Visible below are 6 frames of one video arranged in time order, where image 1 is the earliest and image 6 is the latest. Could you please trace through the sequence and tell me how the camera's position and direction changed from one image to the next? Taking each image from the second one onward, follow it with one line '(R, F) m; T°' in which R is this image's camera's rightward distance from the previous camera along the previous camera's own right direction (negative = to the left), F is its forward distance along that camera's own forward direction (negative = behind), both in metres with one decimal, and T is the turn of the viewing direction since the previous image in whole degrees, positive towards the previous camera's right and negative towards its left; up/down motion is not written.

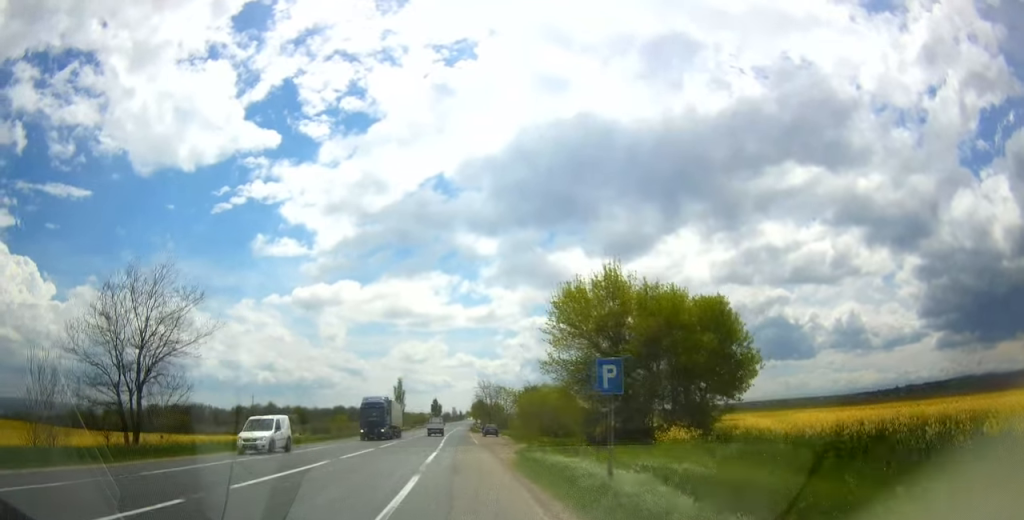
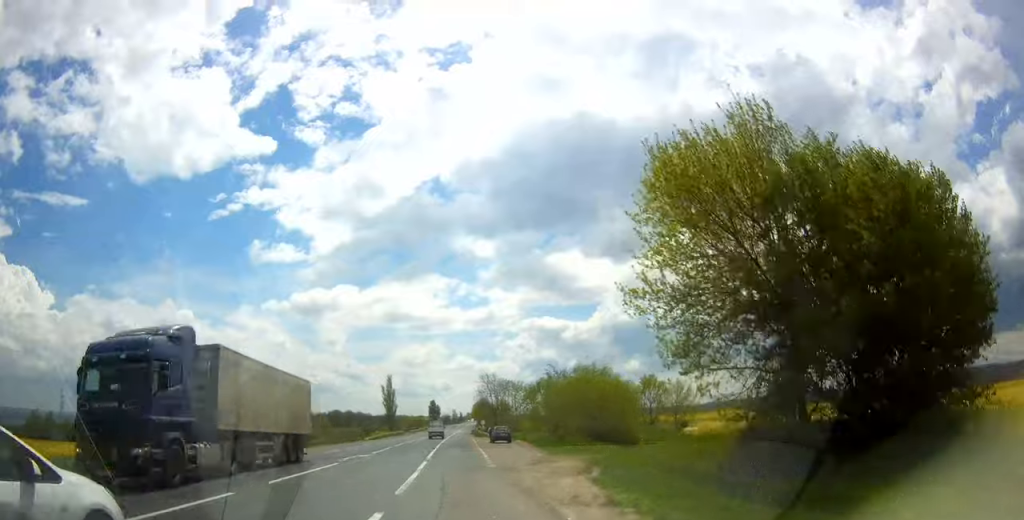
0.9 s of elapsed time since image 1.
(0.0, +20.6) m; 0°
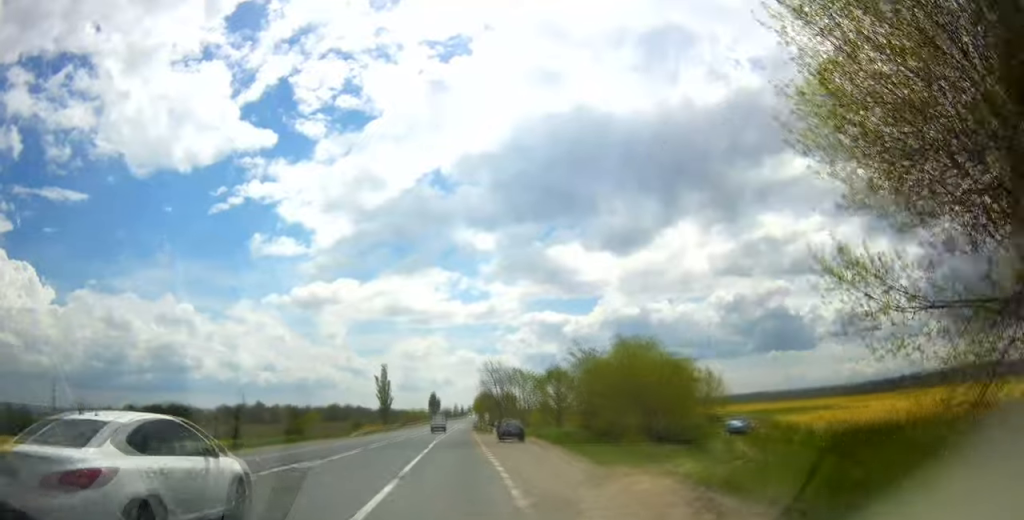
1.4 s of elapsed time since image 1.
(0.0, +11.1) m; -1°
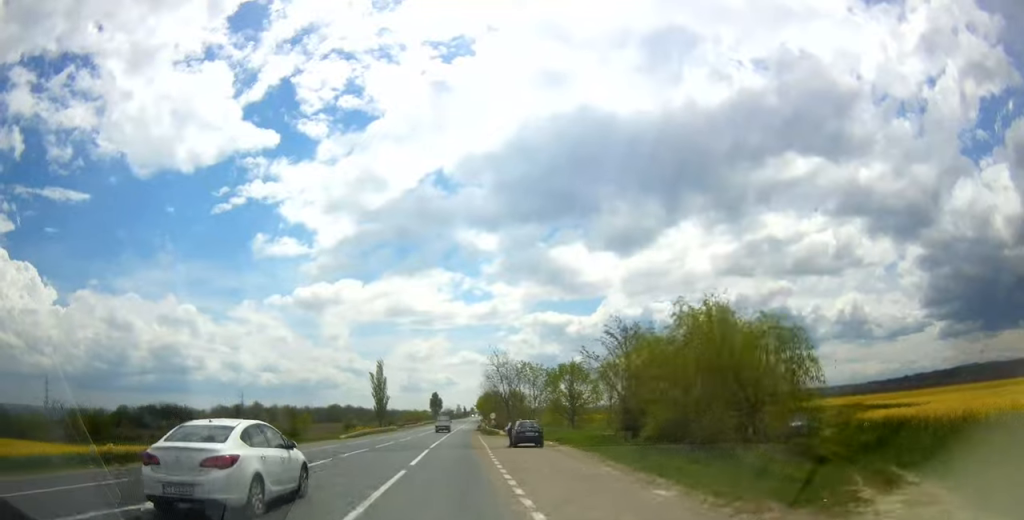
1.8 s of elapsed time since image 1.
(+0.1, +10.2) m; -1°
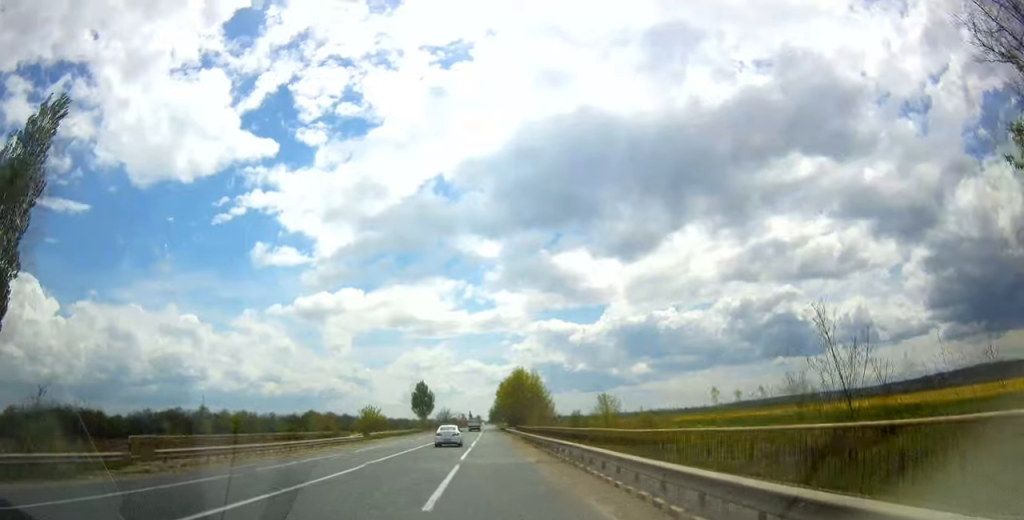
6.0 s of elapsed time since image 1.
(-1.7, +98.2) m; 0°
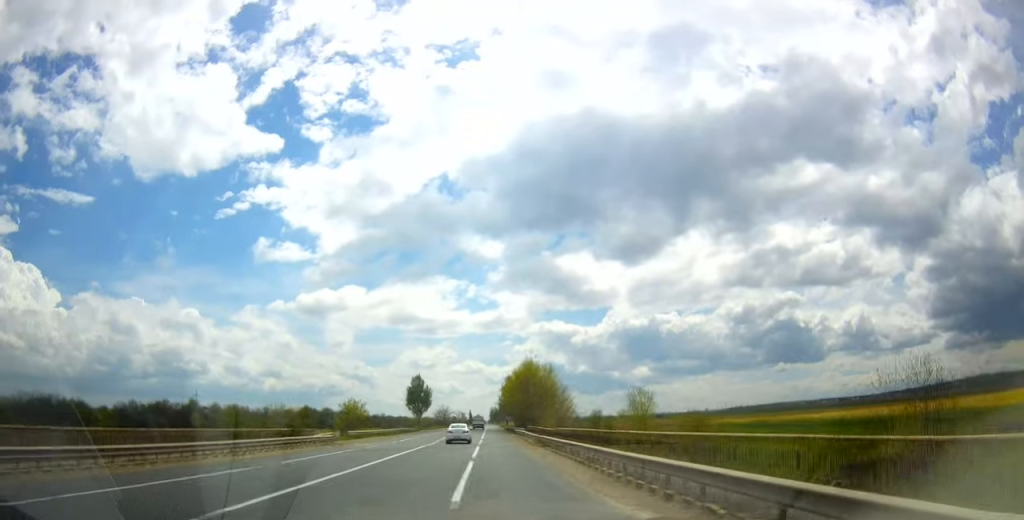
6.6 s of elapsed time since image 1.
(+0.3, +13.6) m; 0°
